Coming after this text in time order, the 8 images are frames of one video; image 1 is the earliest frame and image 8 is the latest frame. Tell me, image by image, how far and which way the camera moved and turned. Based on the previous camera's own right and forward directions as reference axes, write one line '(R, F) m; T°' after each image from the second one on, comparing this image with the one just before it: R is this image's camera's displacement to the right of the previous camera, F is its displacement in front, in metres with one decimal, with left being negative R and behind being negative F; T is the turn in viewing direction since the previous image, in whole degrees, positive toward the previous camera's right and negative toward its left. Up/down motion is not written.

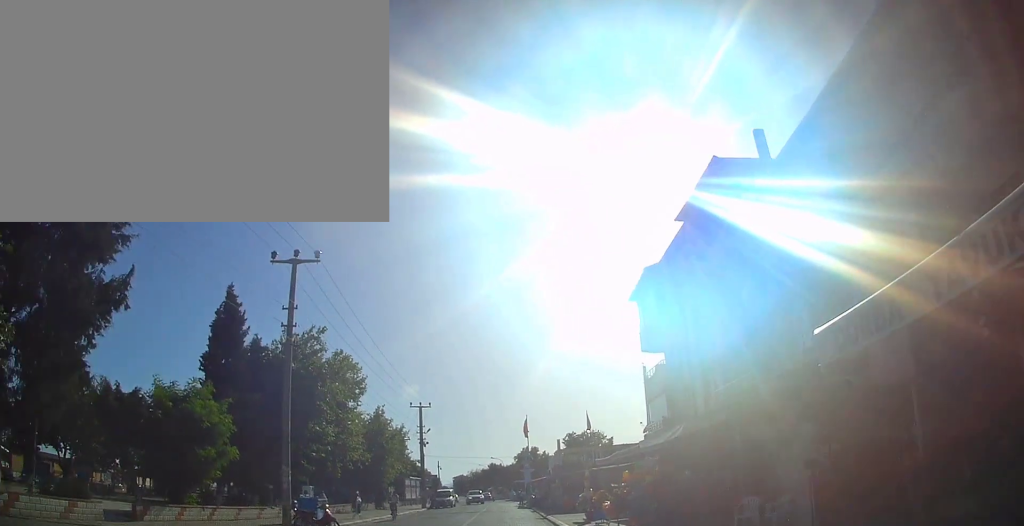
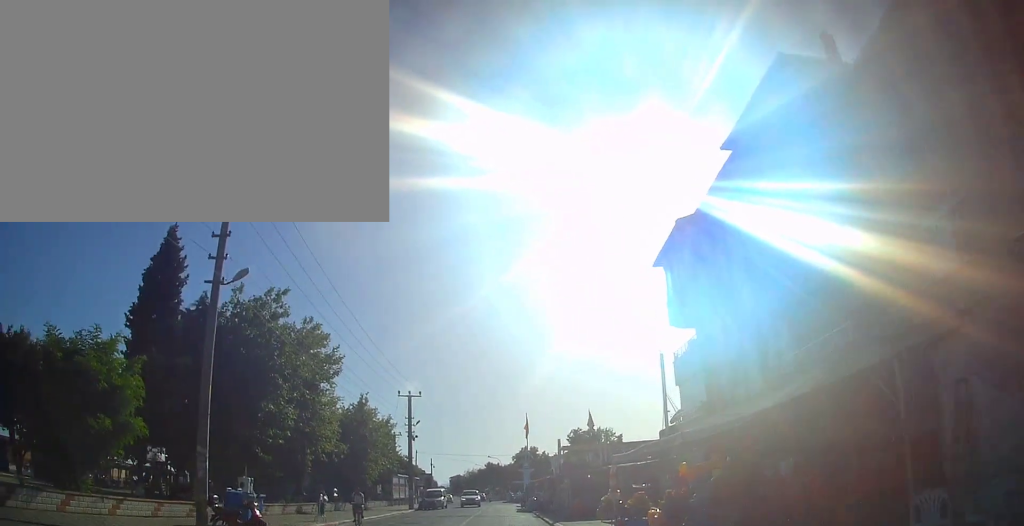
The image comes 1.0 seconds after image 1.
(0.0, +5.9) m; +1°
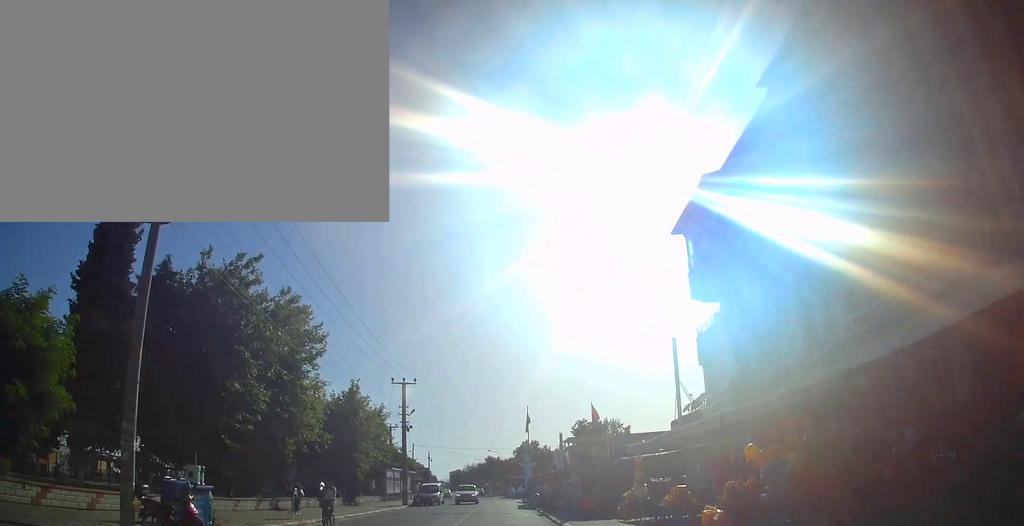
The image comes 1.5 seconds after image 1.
(+0.1, +3.3) m; 0°
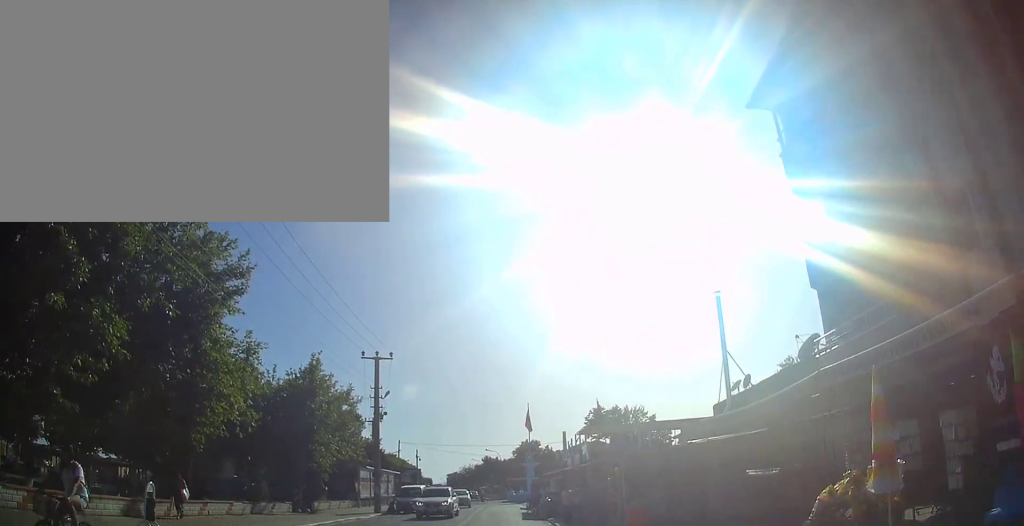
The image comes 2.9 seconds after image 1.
(-0.2, +9.9) m; -1°
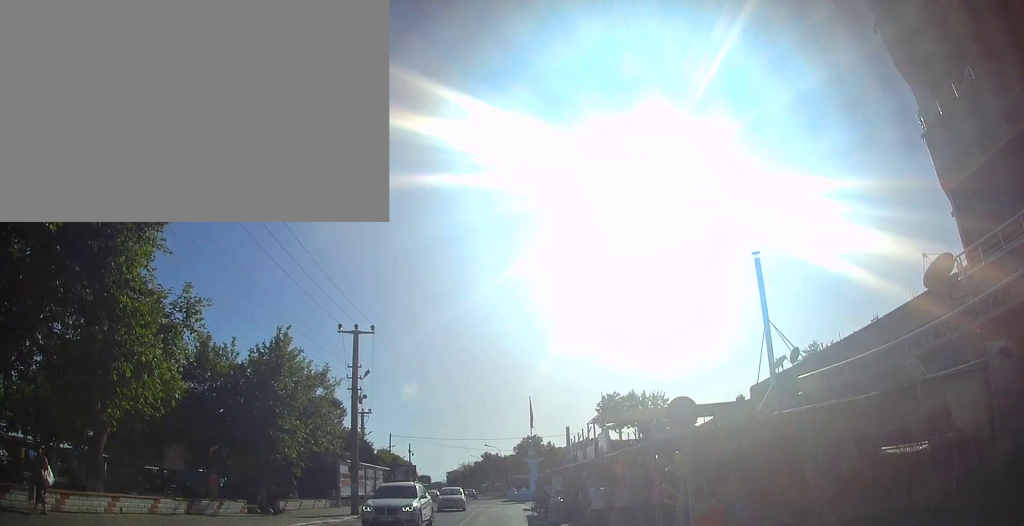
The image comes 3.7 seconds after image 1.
(0.0, +5.8) m; 0°
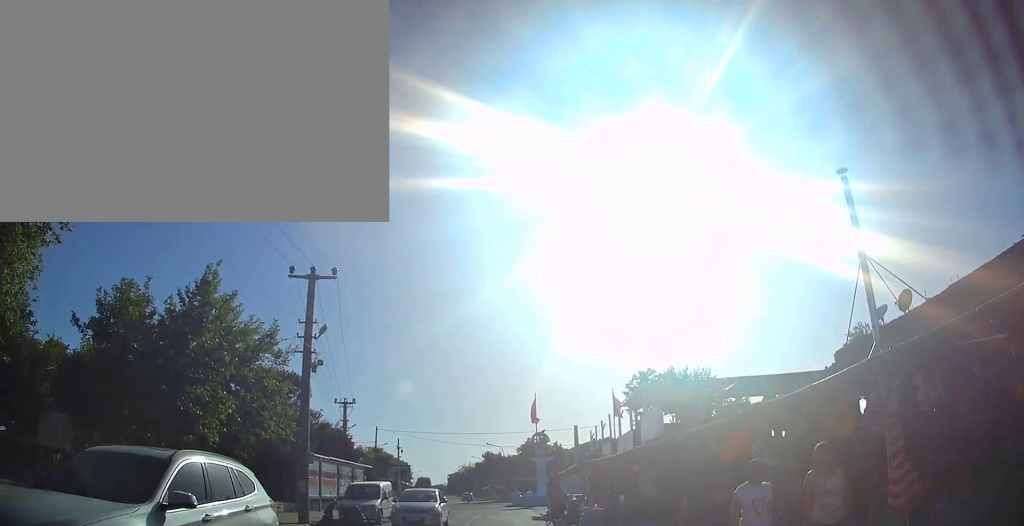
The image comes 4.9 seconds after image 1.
(-0.1, +8.5) m; -2°
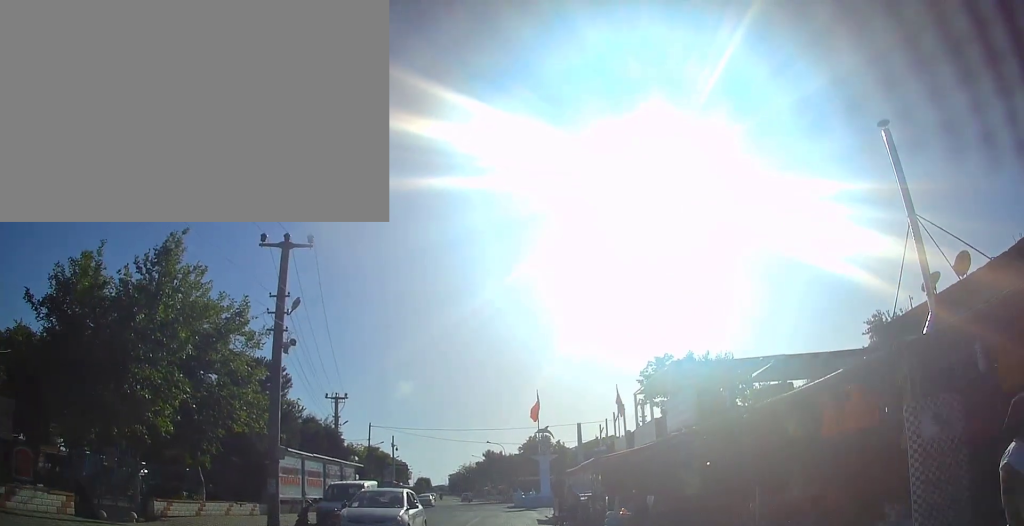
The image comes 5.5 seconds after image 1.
(0.0, +3.5) m; -1°
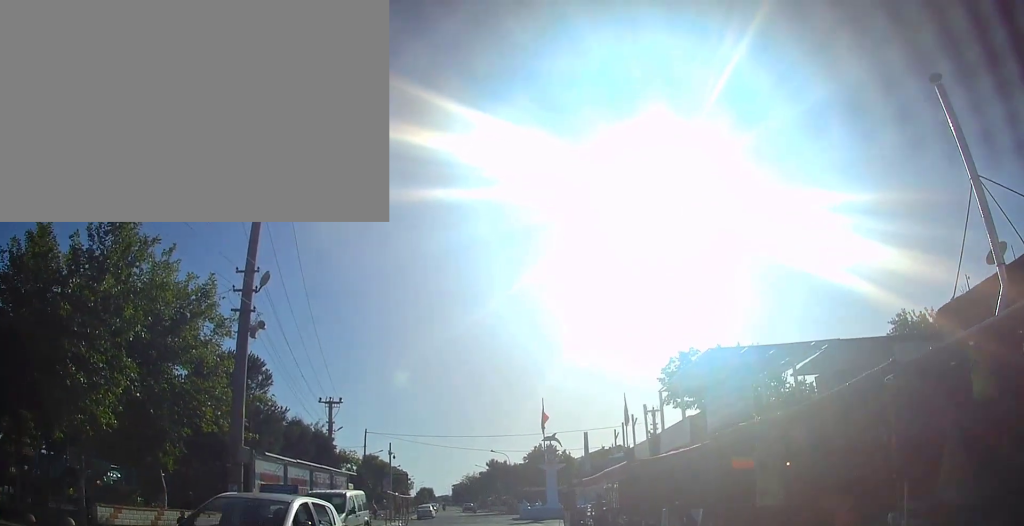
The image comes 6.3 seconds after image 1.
(-0.1, +3.5) m; 0°
